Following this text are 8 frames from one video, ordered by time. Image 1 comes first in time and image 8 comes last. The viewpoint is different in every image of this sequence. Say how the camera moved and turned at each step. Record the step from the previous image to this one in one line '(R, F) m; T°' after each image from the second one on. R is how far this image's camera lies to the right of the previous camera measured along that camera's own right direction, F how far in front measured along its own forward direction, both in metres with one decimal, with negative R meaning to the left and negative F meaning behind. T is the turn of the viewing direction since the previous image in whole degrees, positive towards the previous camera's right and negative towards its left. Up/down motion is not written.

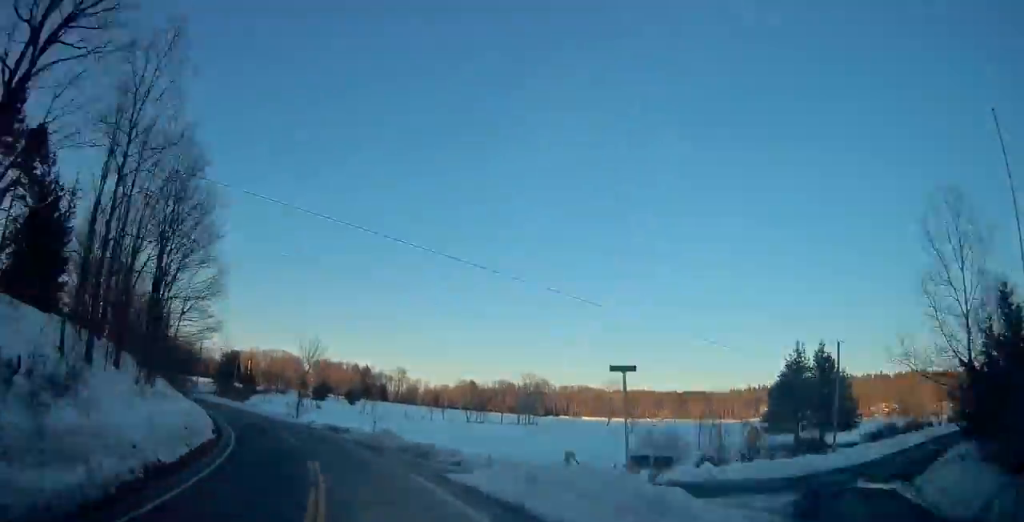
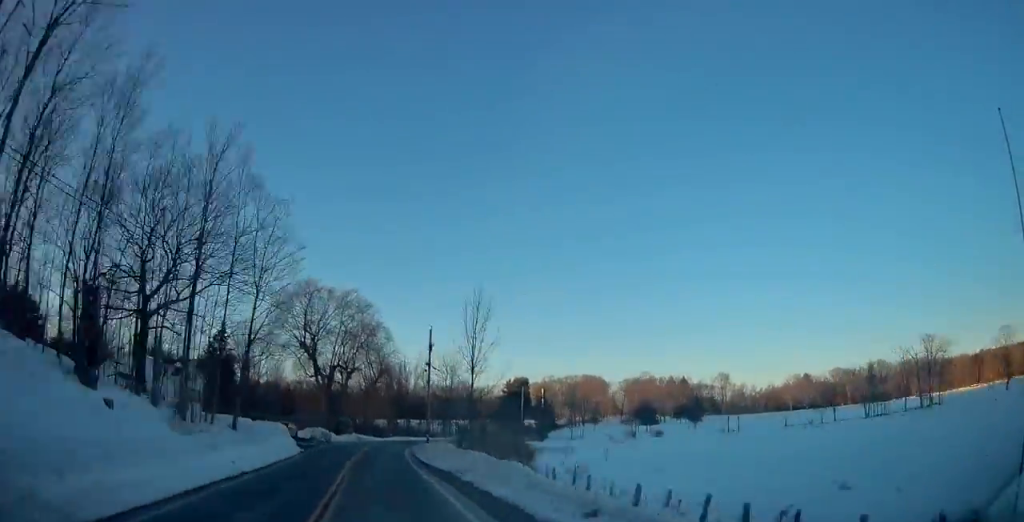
(-13.5, +54.4) m; -21°
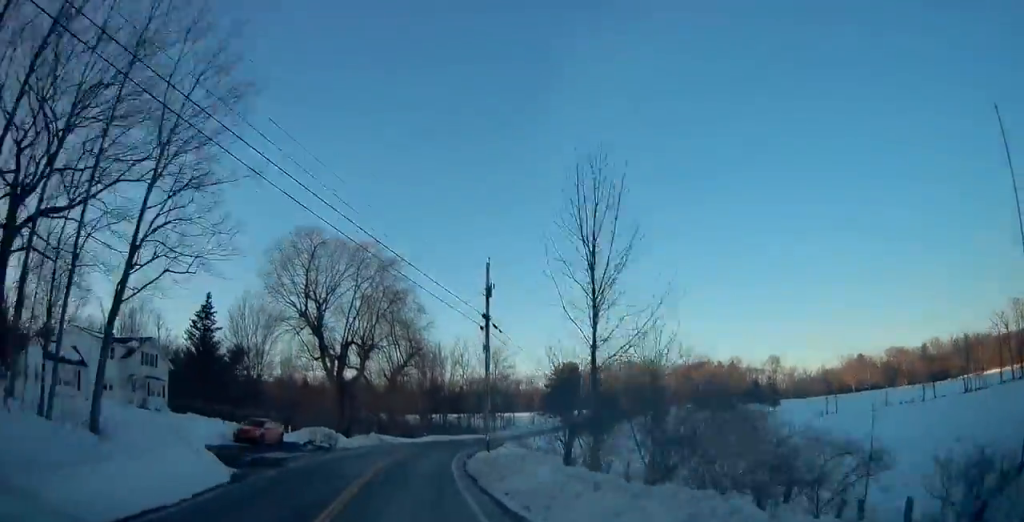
(-1.6, +19.1) m; -3°
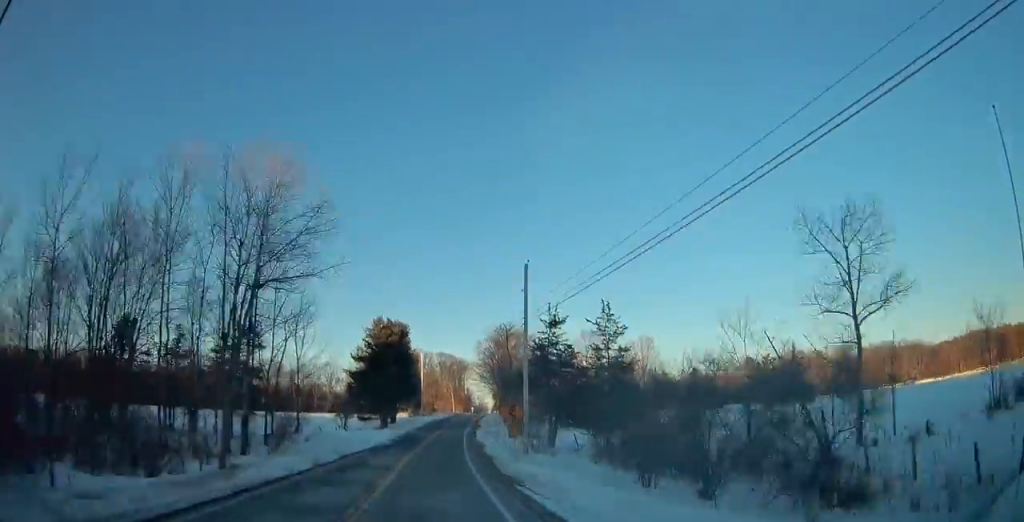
(+10.7, +70.7) m; +19°
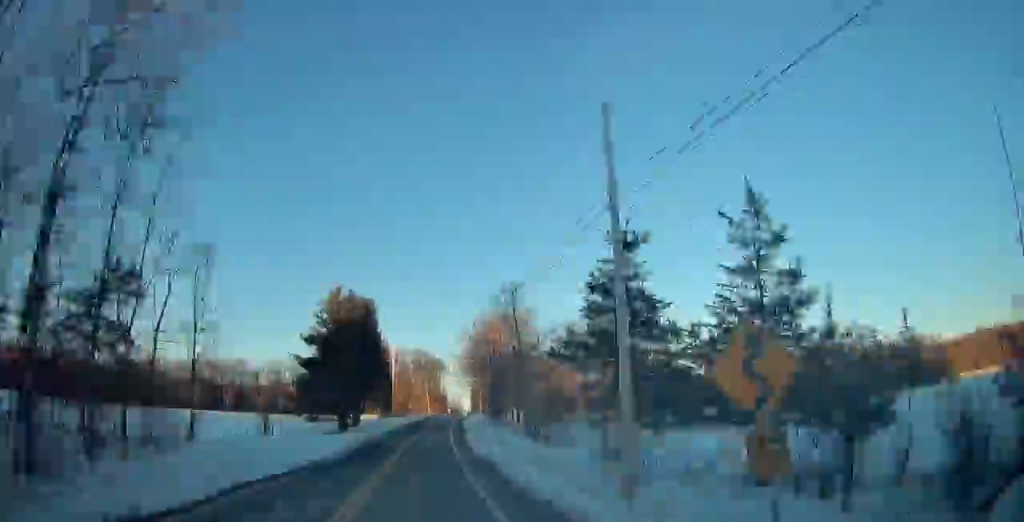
(+0.9, +18.1) m; +3°
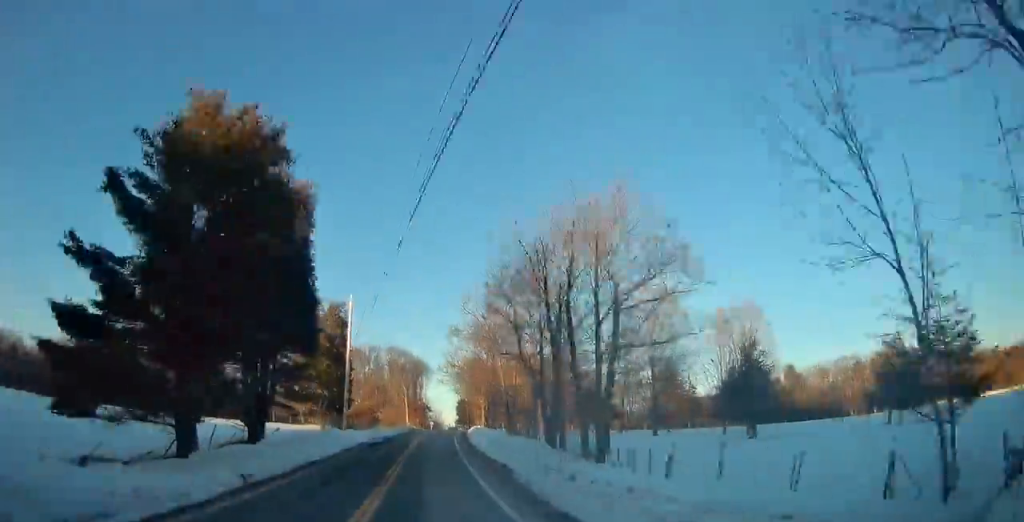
(+1.6, +36.5) m; +4°
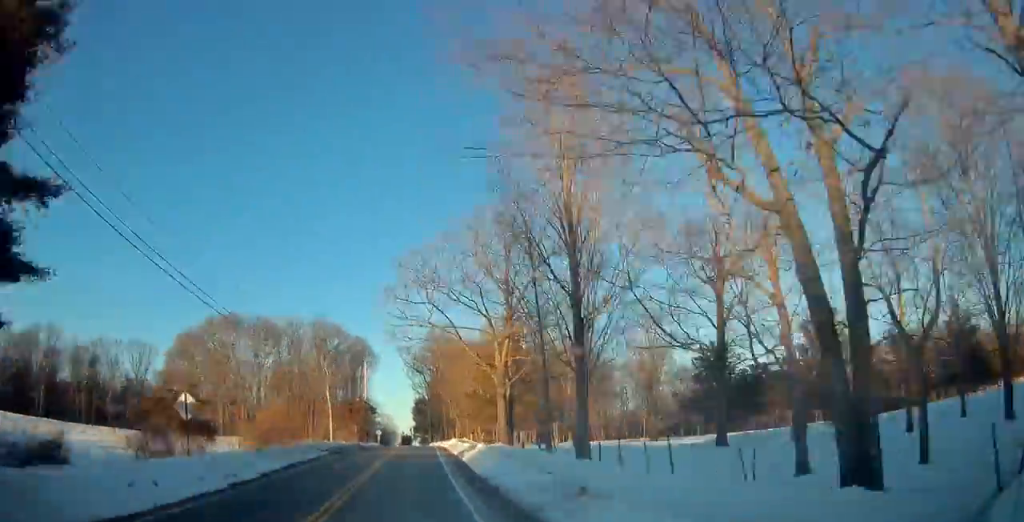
(+2.0, +49.5) m; +4°
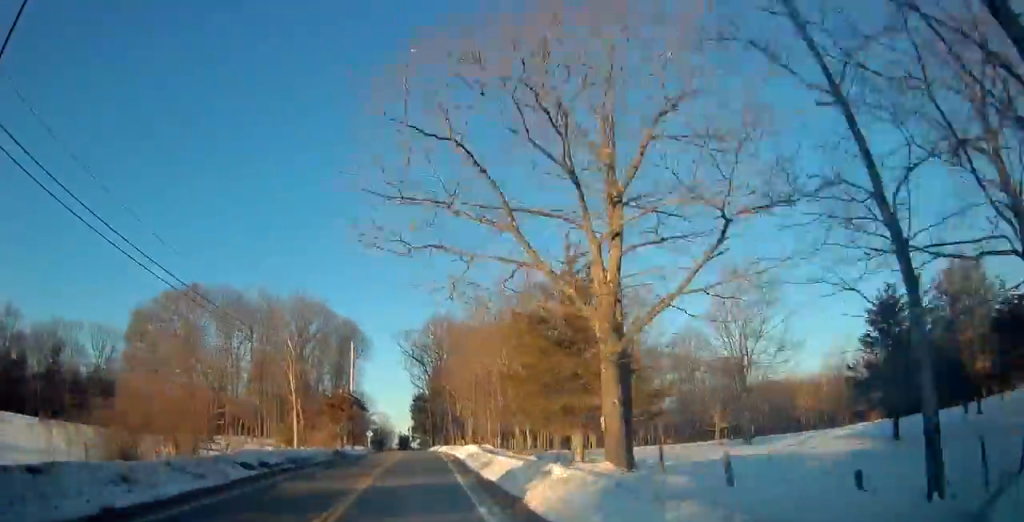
(+0.2, +18.0) m; +1°
